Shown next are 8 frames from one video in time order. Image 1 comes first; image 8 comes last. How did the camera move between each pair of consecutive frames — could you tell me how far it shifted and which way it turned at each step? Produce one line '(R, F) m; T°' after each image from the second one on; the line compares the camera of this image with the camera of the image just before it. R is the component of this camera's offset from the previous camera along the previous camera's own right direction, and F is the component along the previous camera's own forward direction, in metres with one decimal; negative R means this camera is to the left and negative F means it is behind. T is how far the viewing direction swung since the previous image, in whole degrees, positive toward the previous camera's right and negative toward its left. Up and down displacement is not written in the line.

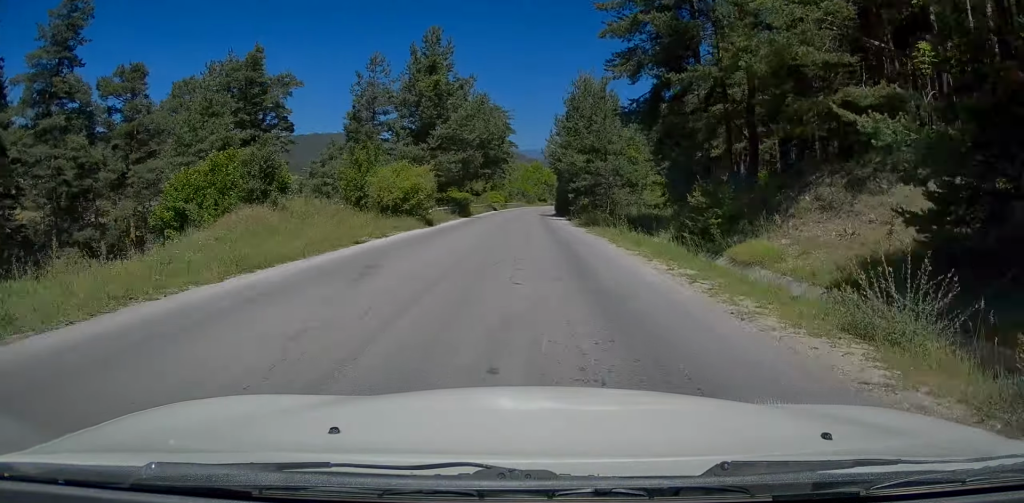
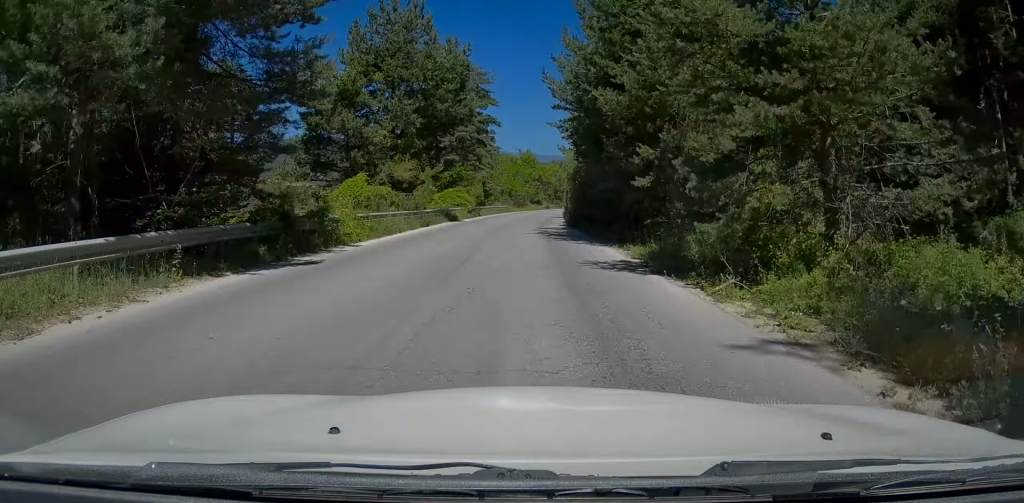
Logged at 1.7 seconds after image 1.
(-0.2, +32.0) m; 0°
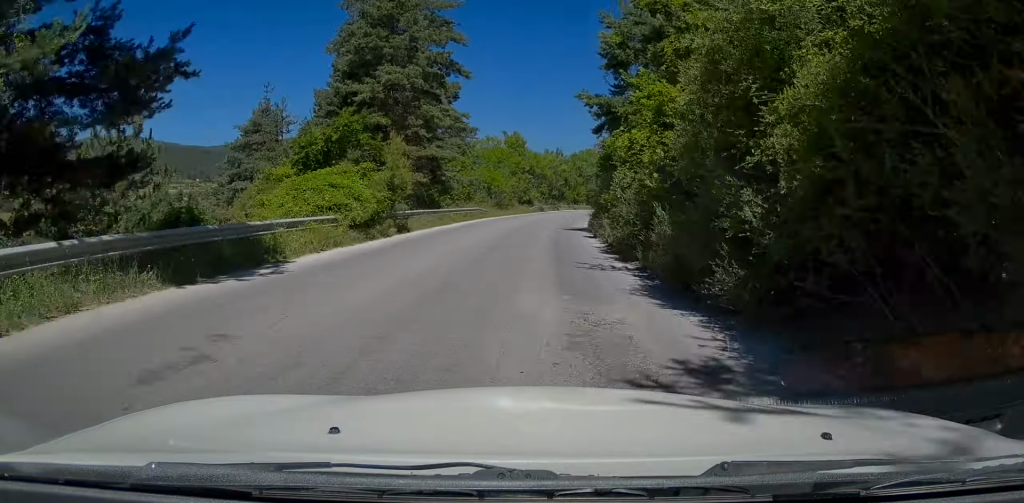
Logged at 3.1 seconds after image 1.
(-0.1, +27.3) m; 0°
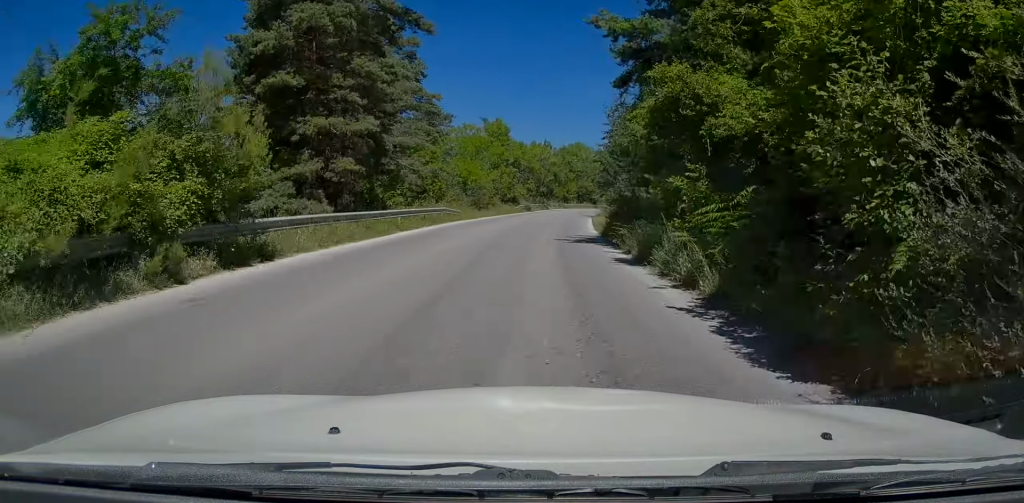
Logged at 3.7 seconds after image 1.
(0.0, +11.5) m; +1°
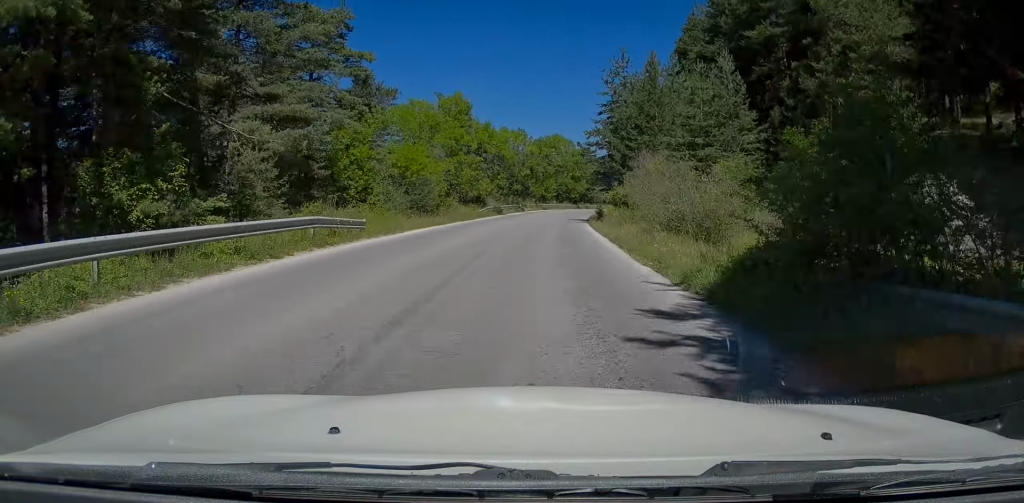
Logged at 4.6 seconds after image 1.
(+0.3, +16.4) m; +3°
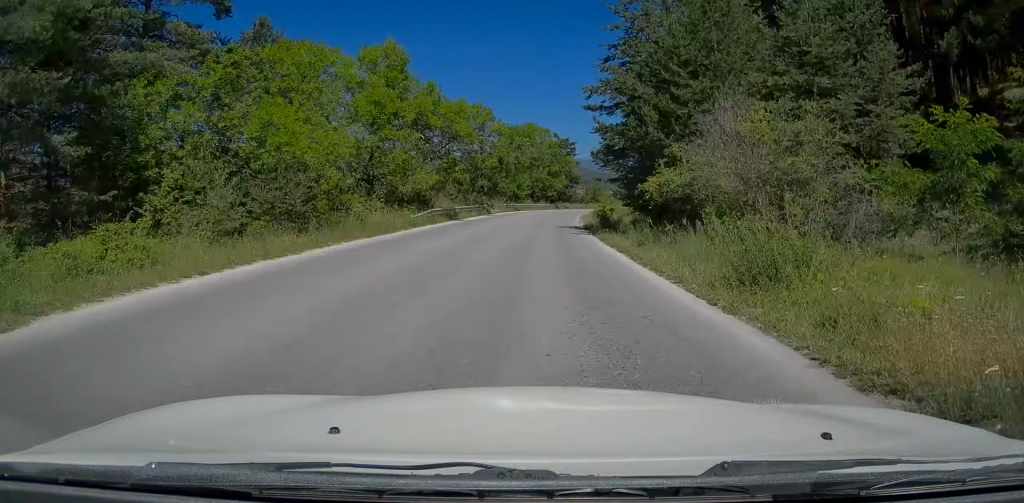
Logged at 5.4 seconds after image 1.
(+0.7, +16.3) m; +2°
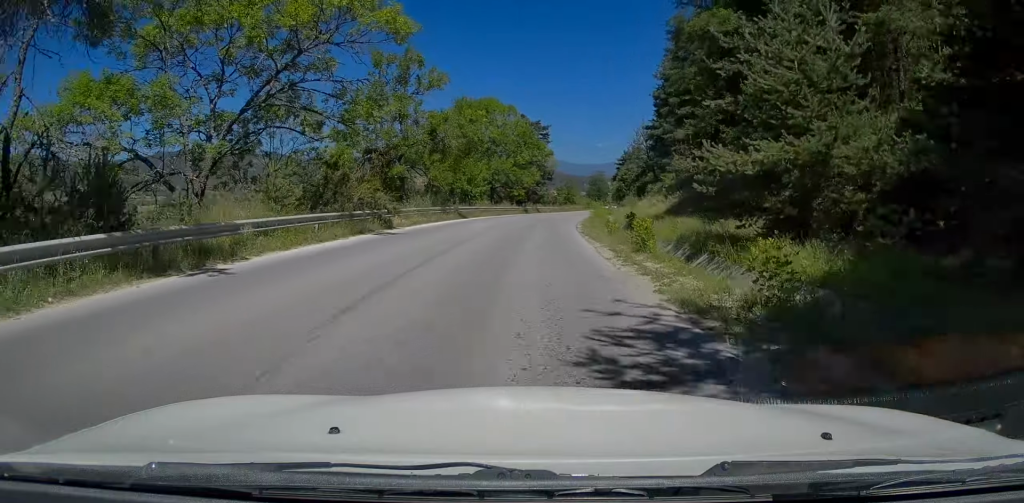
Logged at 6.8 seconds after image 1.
(+0.3, +25.8) m; +1°
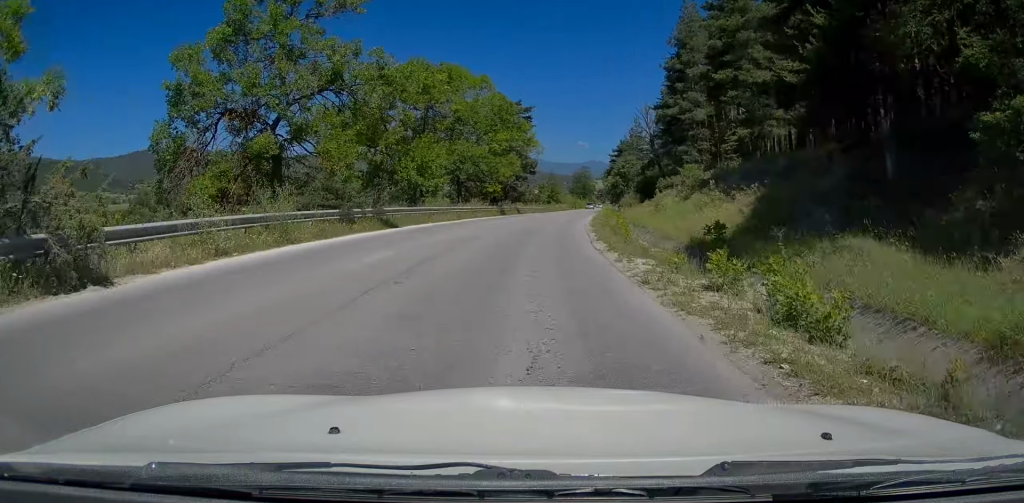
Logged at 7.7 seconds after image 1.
(0.0, +16.4) m; +2°
